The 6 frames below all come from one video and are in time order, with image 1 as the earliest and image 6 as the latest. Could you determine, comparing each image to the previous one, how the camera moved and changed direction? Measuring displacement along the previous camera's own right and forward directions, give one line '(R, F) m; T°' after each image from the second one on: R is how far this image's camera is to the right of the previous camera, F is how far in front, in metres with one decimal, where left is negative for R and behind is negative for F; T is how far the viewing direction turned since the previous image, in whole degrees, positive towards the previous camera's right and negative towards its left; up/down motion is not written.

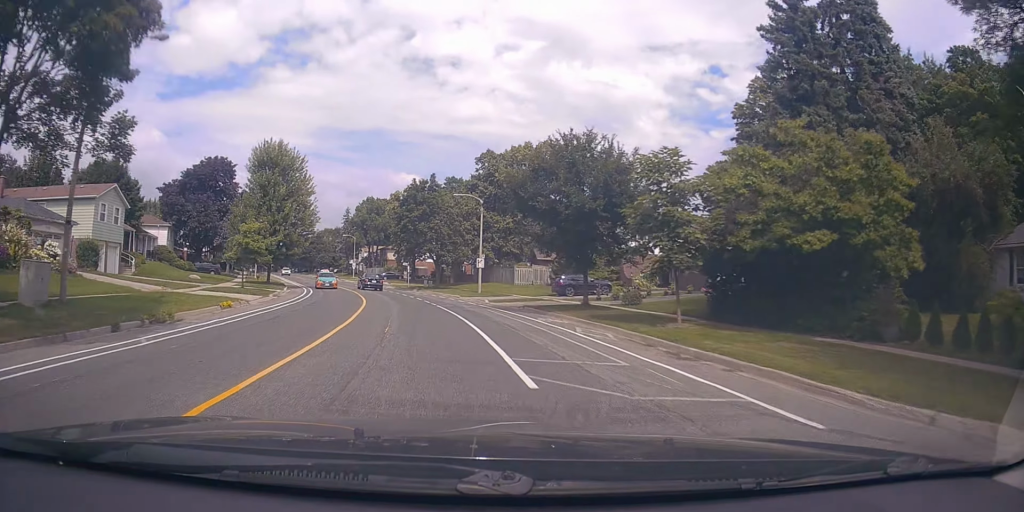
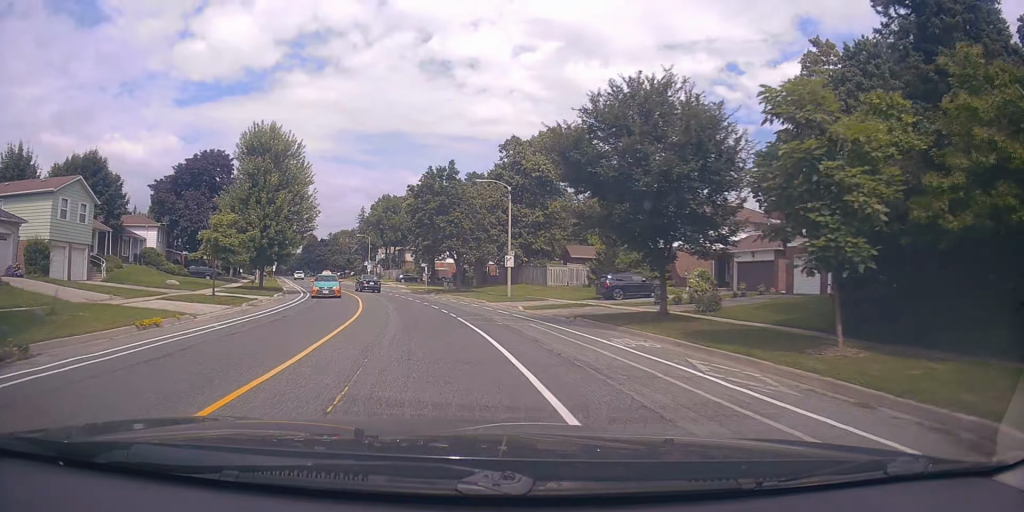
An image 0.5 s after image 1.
(+0.1, +7.2) m; -3°
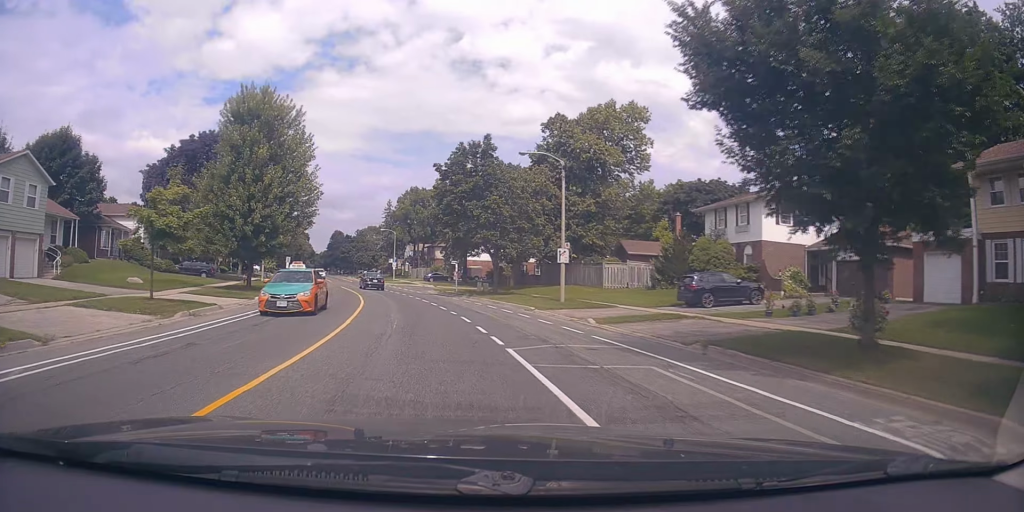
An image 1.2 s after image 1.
(-0.6, +8.8) m; -3°
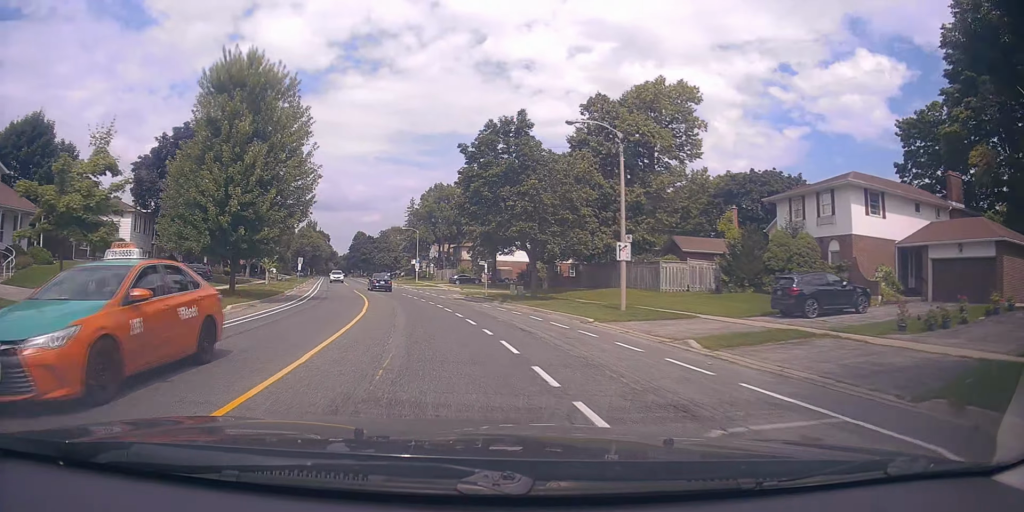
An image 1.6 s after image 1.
(-0.1, +6.5) m; -2°
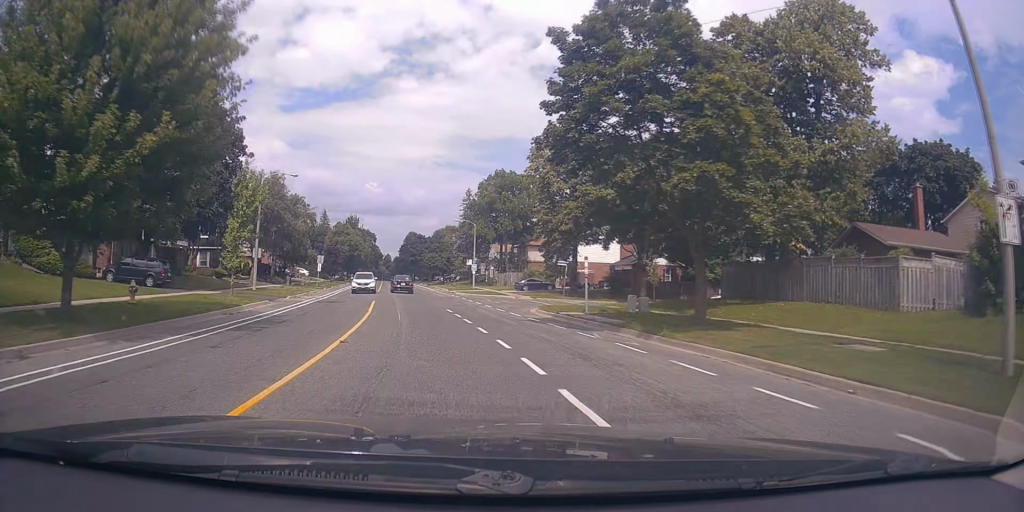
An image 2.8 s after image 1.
(-0.6, +16.9) m; -5°
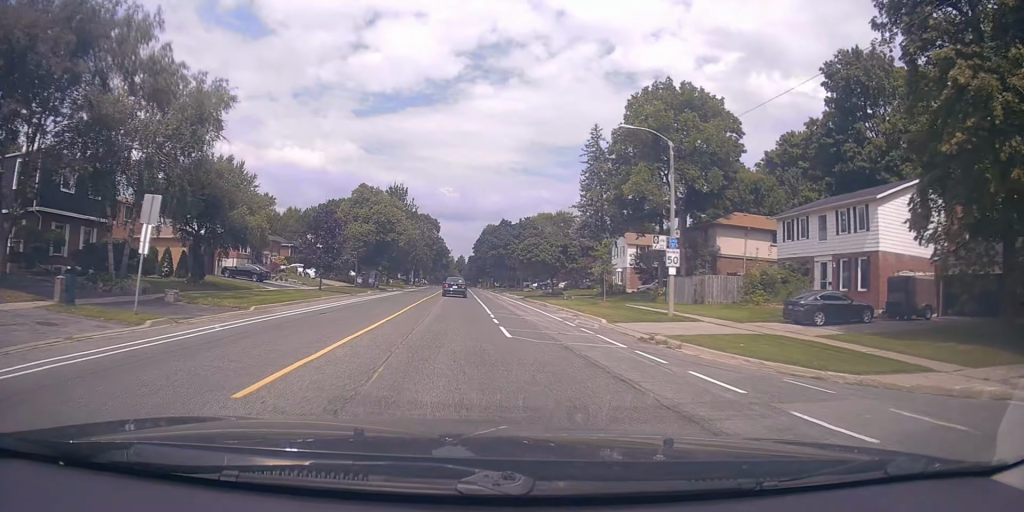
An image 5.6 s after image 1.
(-4.7, +42.4) m; -9°
